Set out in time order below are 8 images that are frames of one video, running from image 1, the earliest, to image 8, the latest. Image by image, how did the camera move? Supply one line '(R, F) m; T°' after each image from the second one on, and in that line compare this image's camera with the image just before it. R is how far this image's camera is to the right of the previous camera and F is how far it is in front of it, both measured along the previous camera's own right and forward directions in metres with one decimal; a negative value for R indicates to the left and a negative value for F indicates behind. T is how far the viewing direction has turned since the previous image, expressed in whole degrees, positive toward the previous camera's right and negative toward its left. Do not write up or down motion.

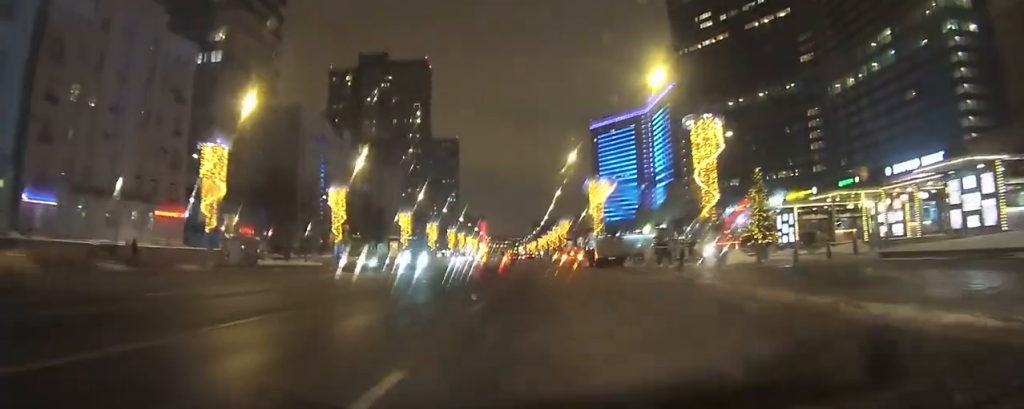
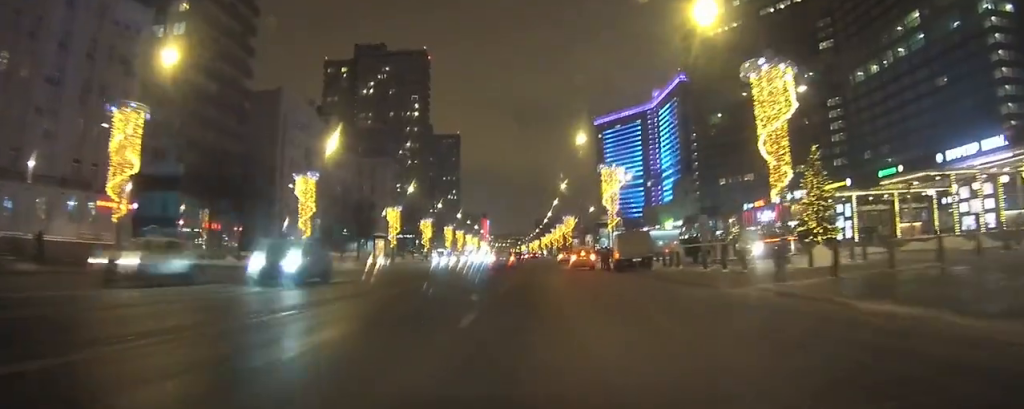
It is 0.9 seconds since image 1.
(+0.1, +9.8) m; 0°
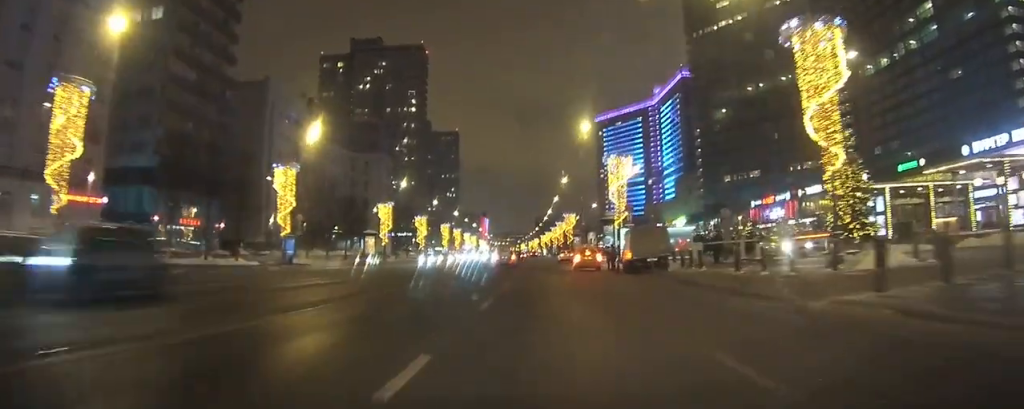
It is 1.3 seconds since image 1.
(0.0, +5.0) m; 0°
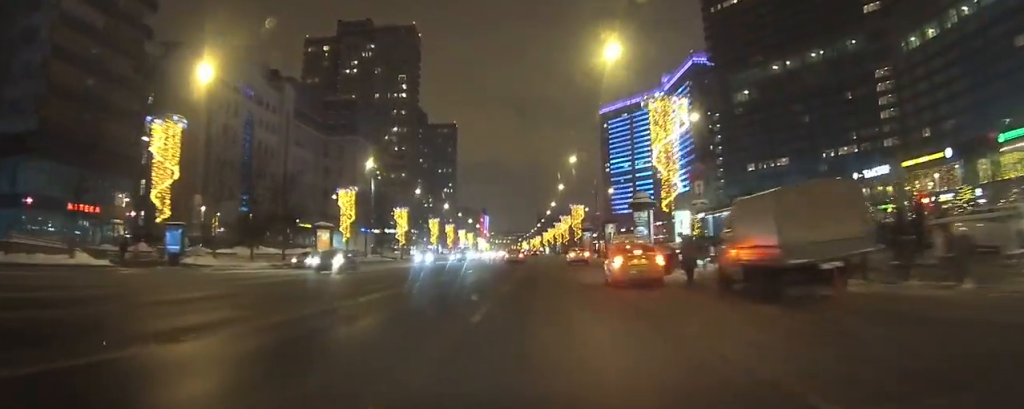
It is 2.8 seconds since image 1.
(+0.2, +20.6) m; +1°
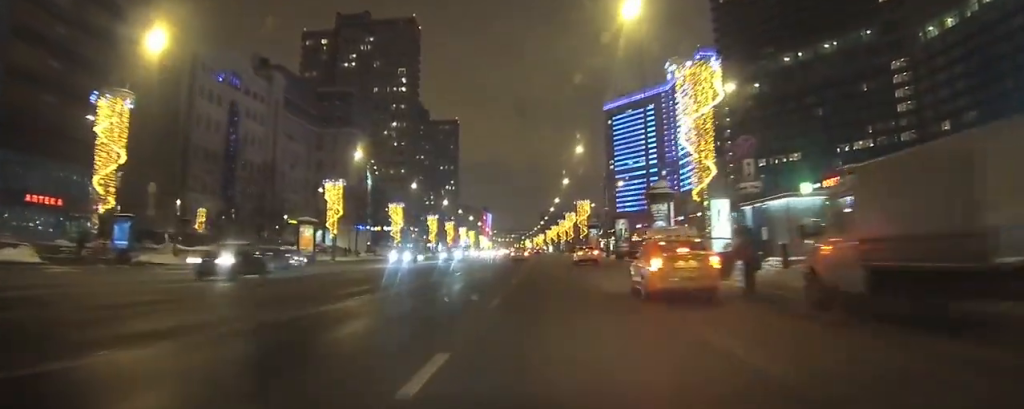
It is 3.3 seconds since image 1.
(0.0, +5.8) m; 0°
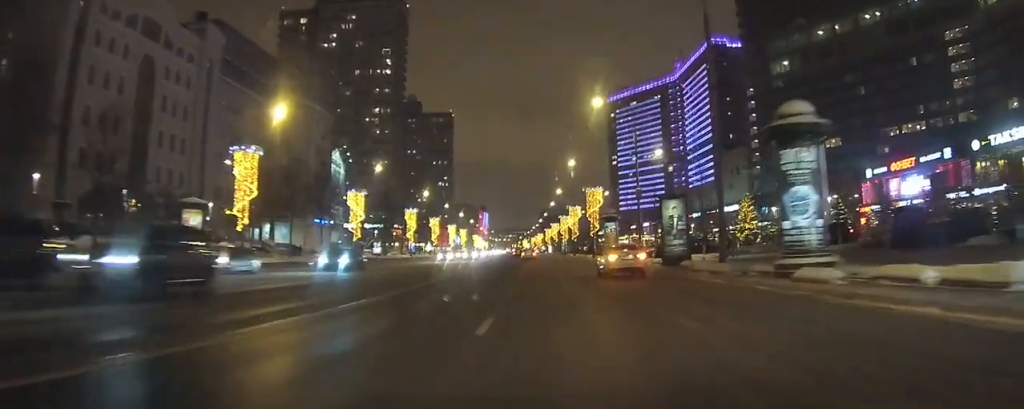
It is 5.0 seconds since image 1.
(-0.1, +20.9) m; 0°
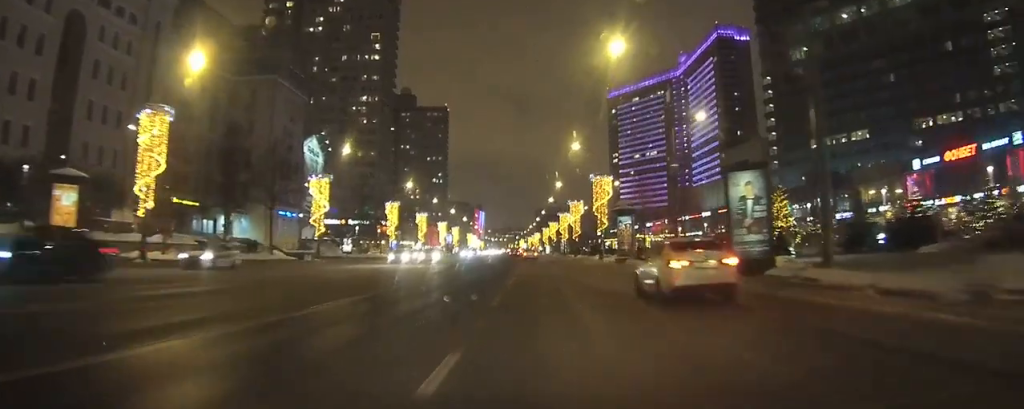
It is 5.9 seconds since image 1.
(0.0, +13.8) m; 0°
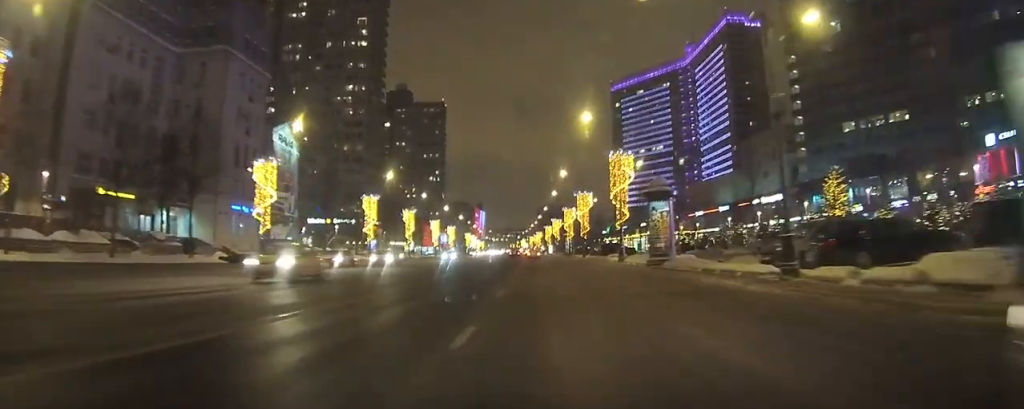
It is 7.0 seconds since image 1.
(0.0, +15.2) m; 0°
